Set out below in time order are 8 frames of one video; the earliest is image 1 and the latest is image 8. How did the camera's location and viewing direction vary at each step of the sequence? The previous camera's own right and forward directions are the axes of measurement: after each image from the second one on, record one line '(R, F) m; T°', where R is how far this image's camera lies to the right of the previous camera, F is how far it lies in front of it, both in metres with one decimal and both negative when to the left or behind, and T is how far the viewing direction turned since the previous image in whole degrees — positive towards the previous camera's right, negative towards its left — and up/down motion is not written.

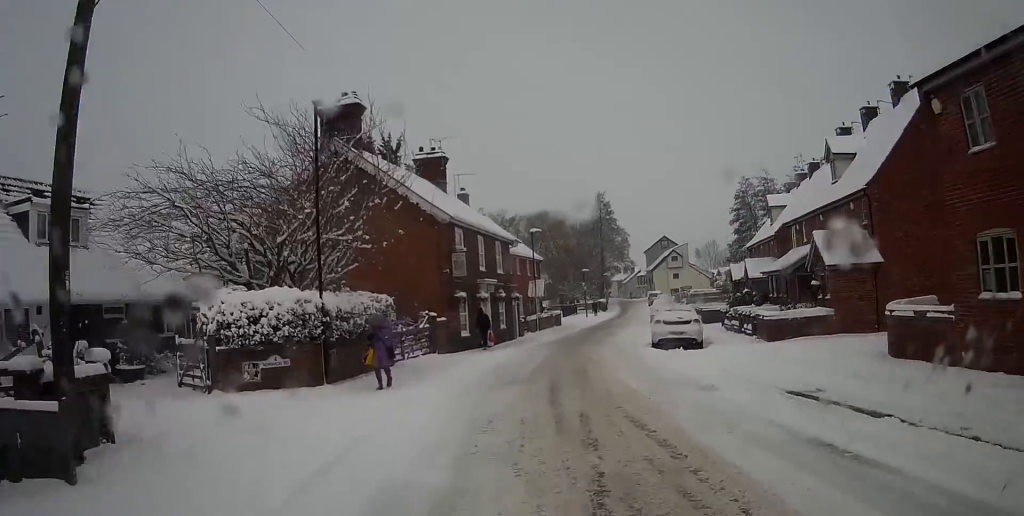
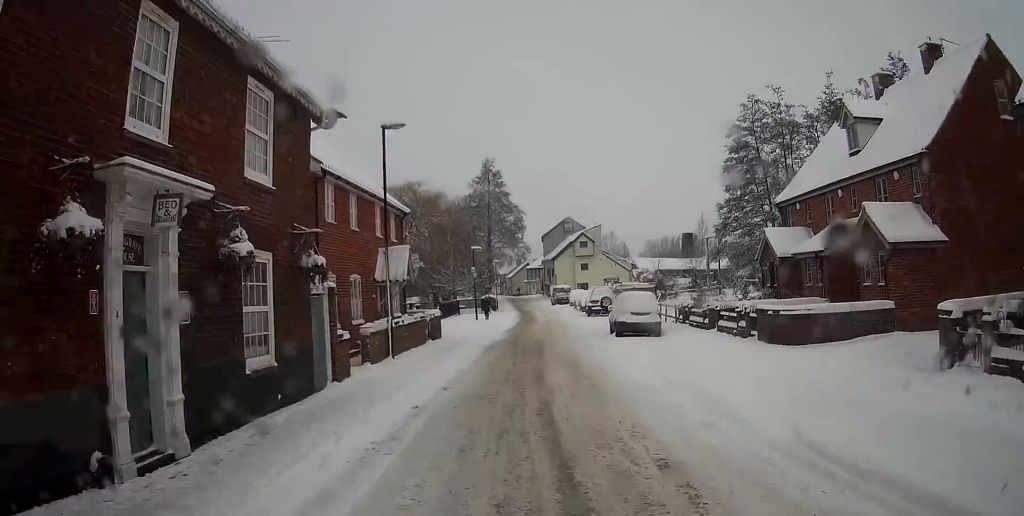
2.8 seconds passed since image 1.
(+1.8, +26.8) m; +9°
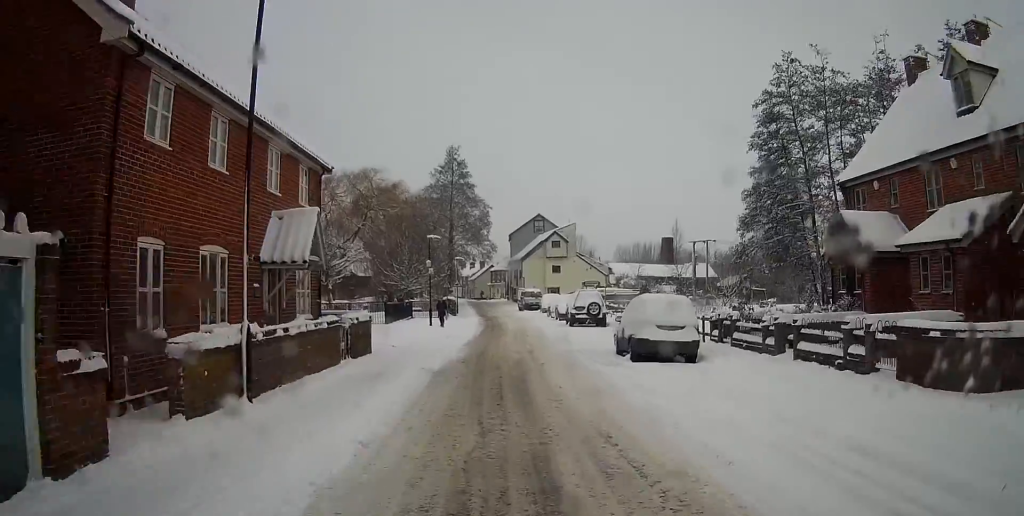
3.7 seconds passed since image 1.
(+0.3, +9.2) m; +3°
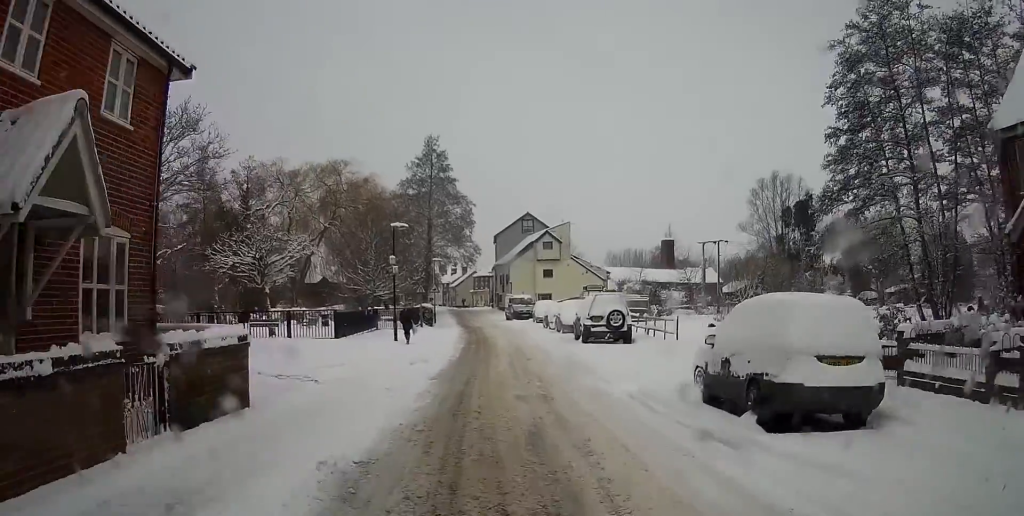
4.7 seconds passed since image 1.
(+0.2, +9.4) m; +2°
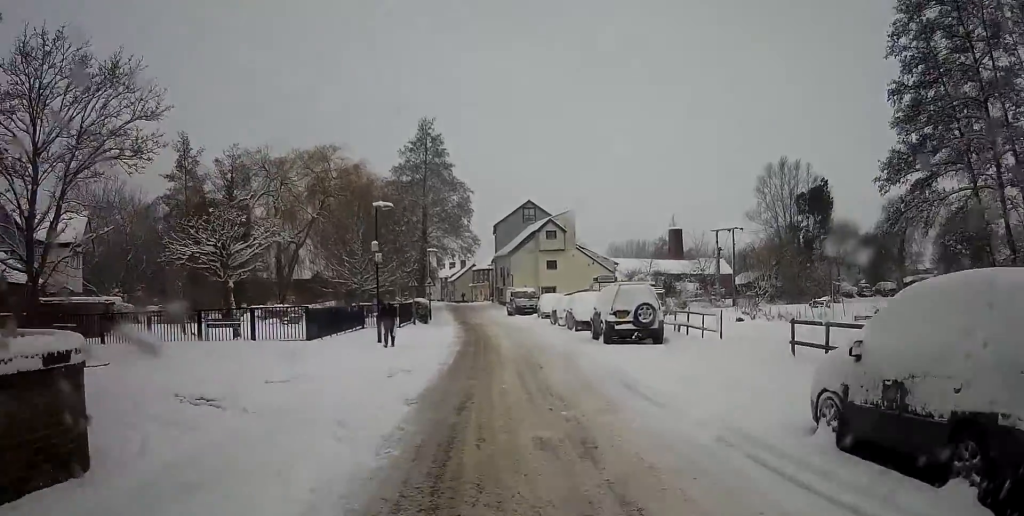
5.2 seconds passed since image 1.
(0.0, +4.4) m; +1°
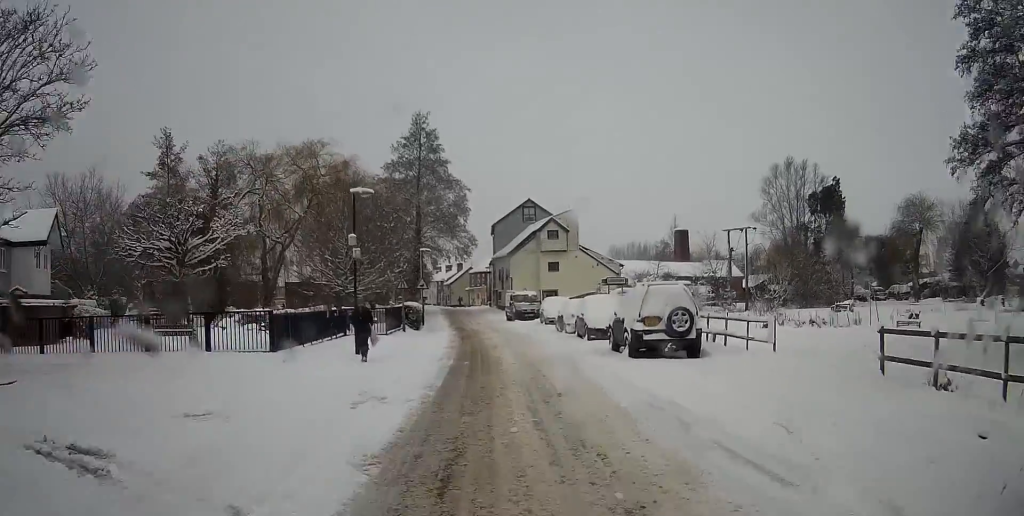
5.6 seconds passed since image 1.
(0.0, +3.9) m; 0°
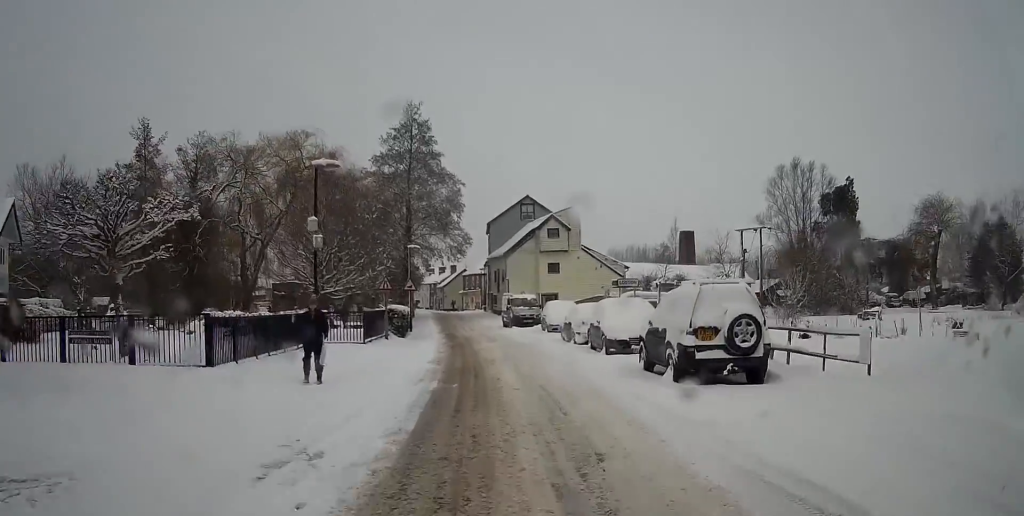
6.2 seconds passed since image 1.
(0.0, +4.7) m; 0°
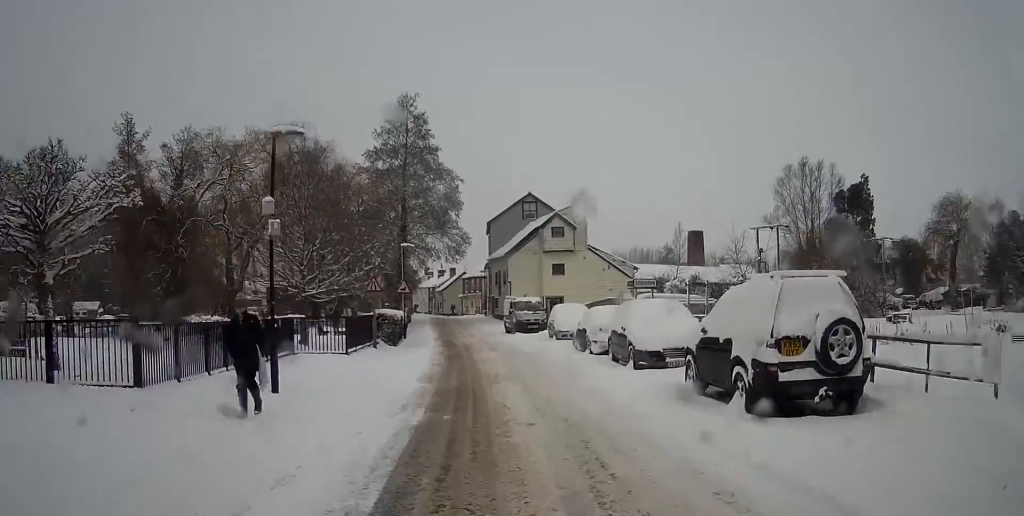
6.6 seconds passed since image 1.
(0.0, +3.5) m; -1°
